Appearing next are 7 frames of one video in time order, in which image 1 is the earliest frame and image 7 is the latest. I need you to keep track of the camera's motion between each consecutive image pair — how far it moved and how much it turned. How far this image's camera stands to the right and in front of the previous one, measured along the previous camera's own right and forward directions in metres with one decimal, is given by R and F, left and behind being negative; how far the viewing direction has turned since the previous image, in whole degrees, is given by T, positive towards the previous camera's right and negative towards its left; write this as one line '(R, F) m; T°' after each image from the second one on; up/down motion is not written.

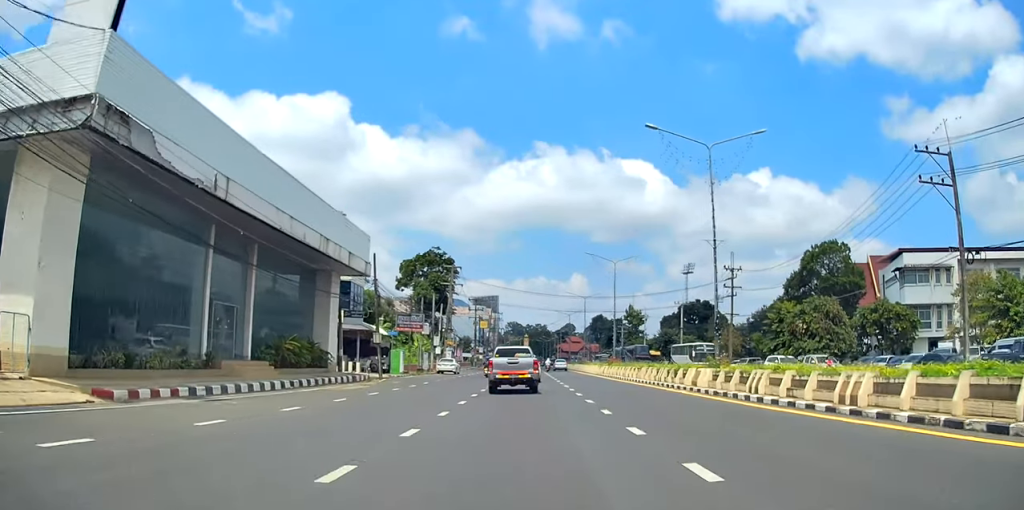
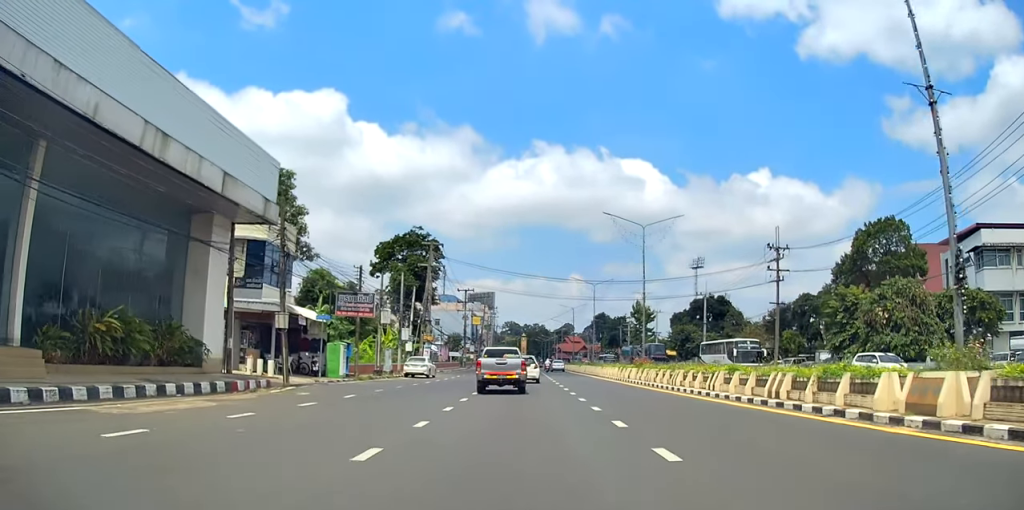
(+1.0, +16.0) m; +2°
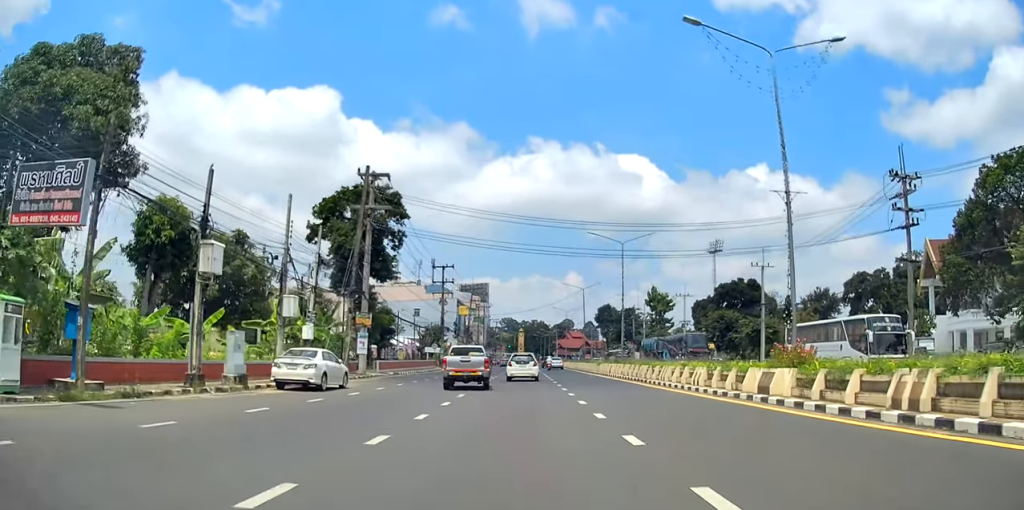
(-0.9, +23.4) m; -3°
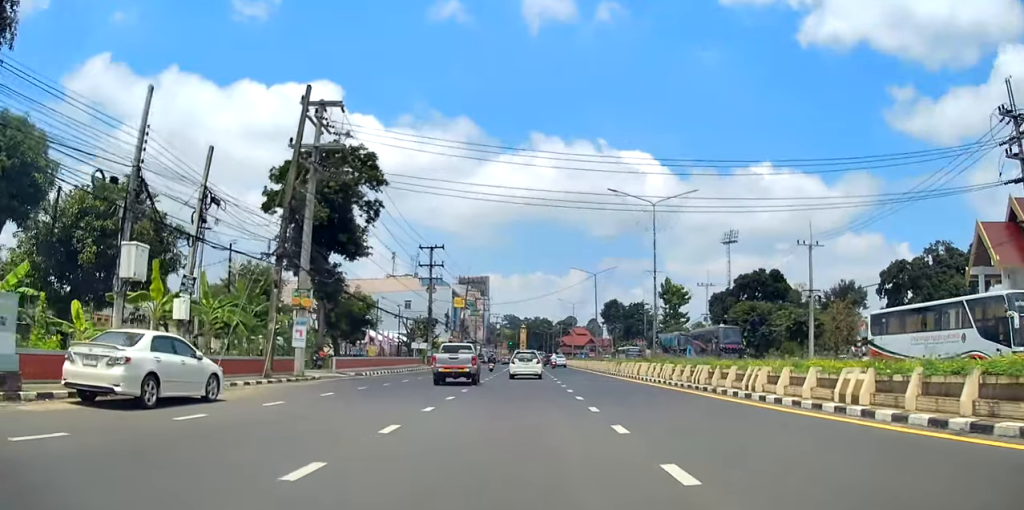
(0.0, +11.3) m; 0°
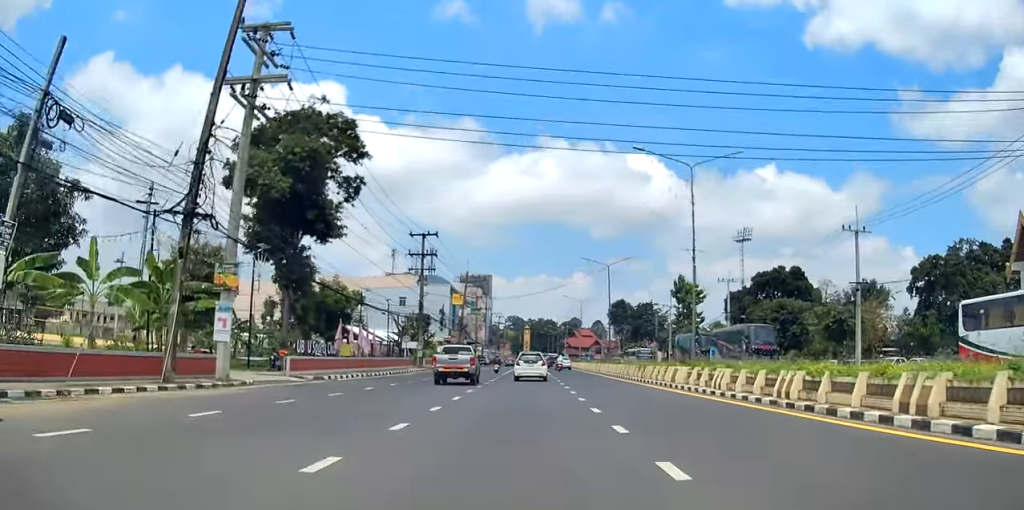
(+0.2, +8.1) m; 0°
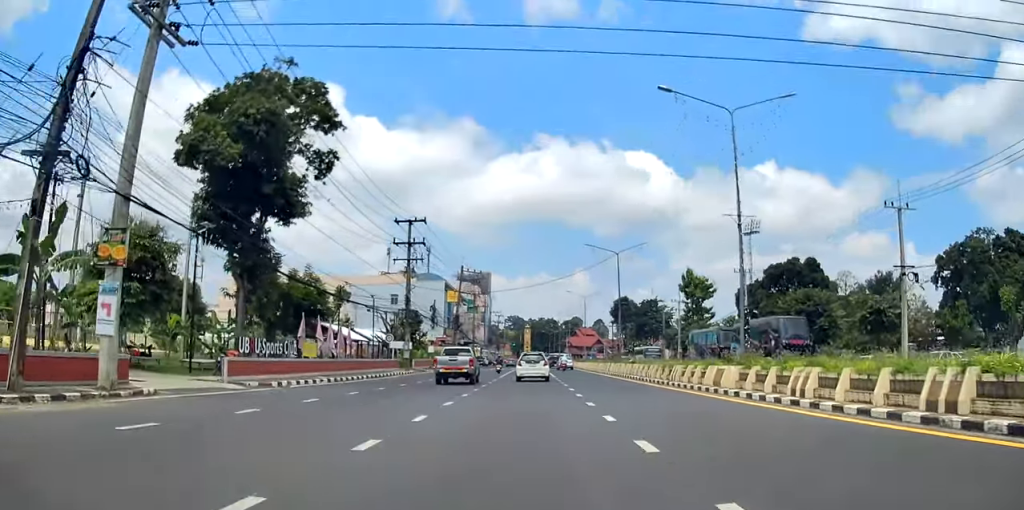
(-0.2, +6.5) m; 0°
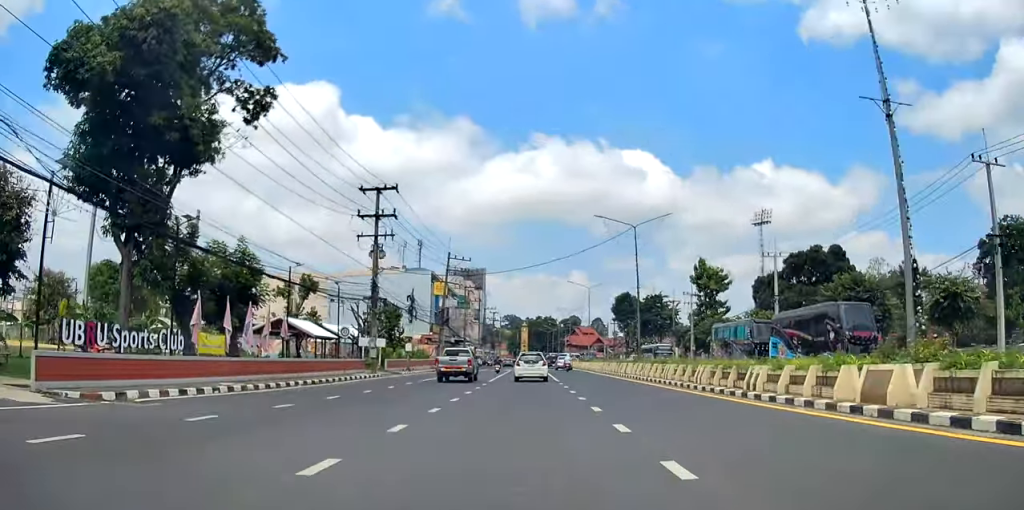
(0.0, +10.0) m; +1°
